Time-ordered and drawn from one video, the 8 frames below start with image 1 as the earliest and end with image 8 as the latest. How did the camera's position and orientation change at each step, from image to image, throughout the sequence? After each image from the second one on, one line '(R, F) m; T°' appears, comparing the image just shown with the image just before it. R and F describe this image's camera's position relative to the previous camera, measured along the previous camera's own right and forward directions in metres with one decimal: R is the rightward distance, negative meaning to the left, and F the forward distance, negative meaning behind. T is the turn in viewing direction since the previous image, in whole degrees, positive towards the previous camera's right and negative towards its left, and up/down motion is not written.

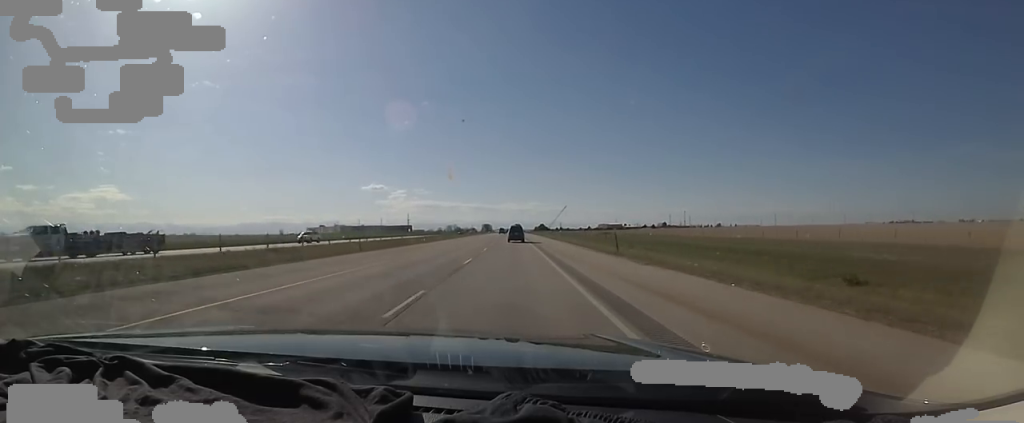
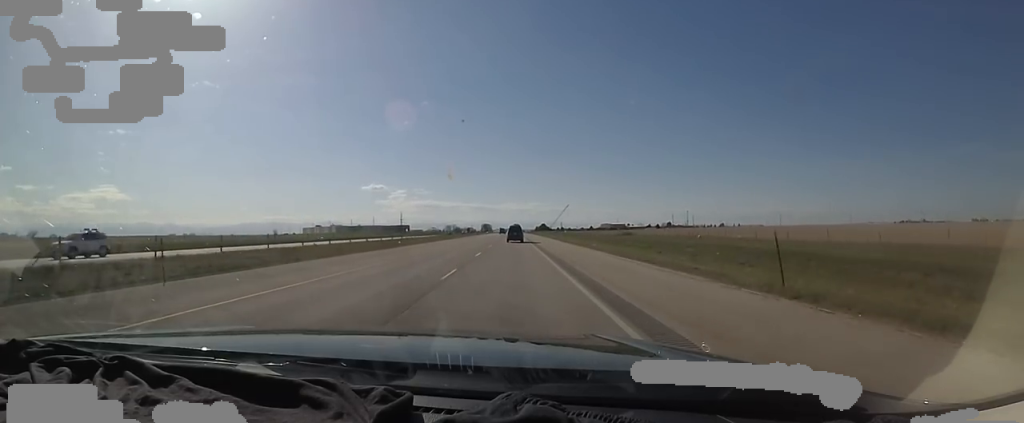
(+0.1, +18.2) m; 0°
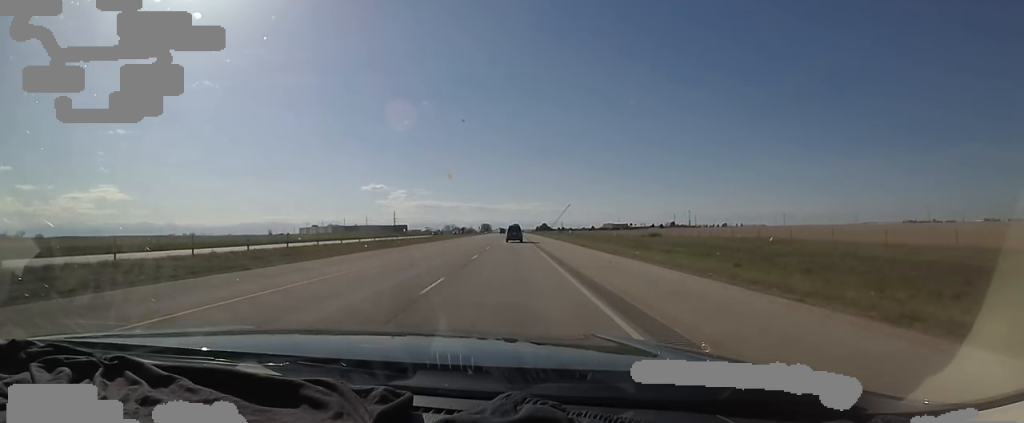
(-0.1, +14.9) m; -1°
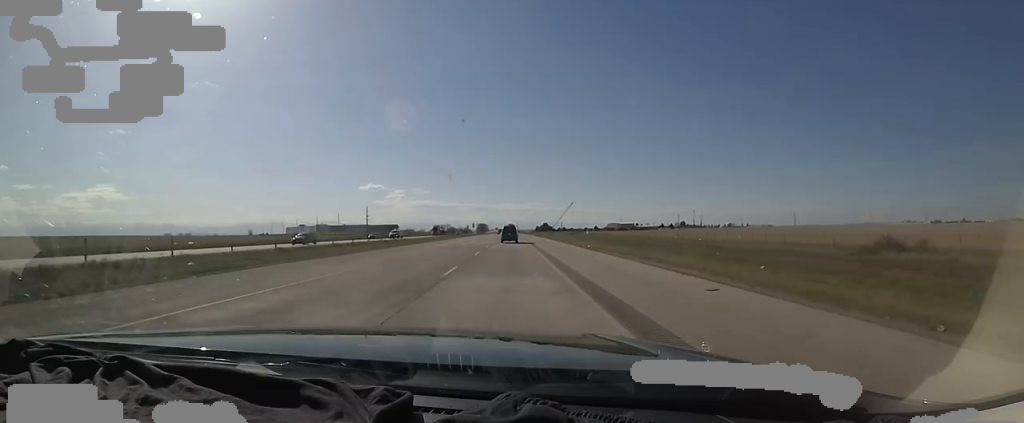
(-0.8, +44.0) m; 0°
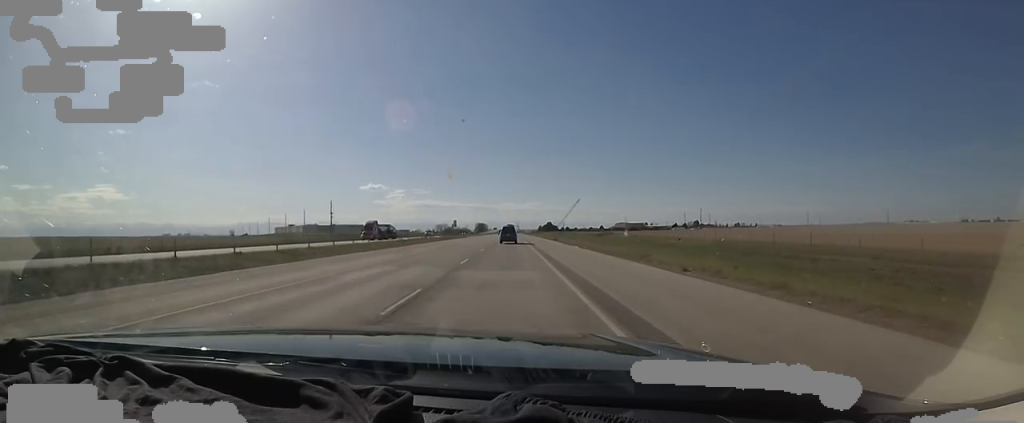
(+0.6, +42.5) m; 0°
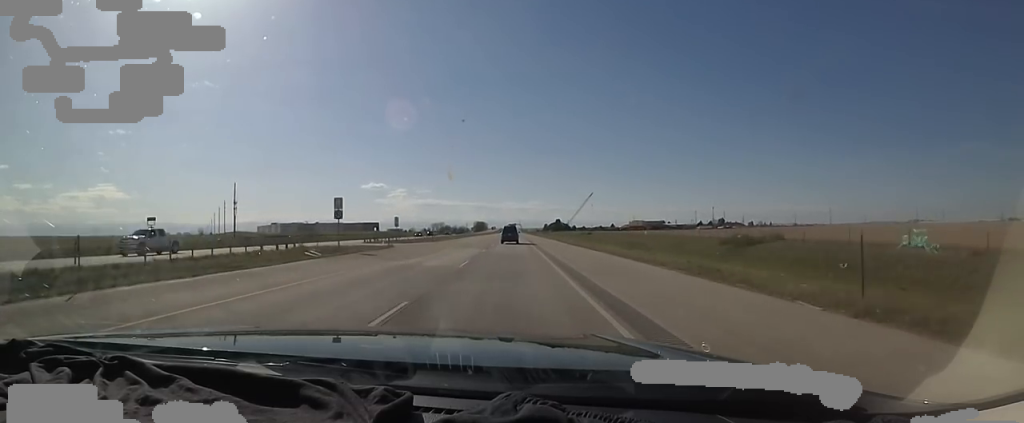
(+0.2, +62.6) m; 0°
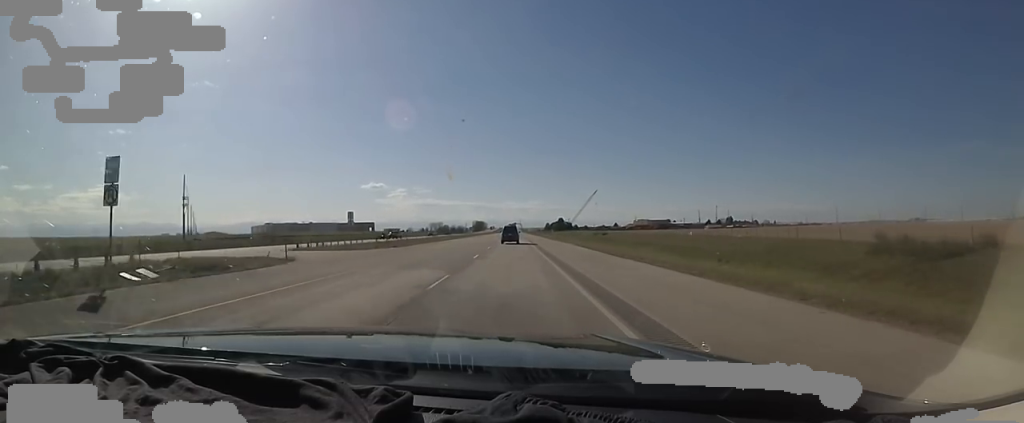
(-0.7, +18.7) m; 0°
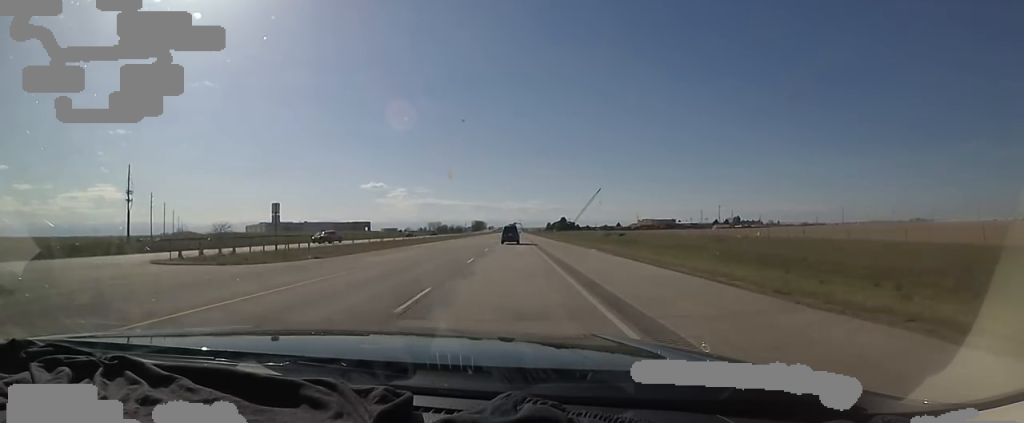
(+0.3, +15.4) m; 0°
